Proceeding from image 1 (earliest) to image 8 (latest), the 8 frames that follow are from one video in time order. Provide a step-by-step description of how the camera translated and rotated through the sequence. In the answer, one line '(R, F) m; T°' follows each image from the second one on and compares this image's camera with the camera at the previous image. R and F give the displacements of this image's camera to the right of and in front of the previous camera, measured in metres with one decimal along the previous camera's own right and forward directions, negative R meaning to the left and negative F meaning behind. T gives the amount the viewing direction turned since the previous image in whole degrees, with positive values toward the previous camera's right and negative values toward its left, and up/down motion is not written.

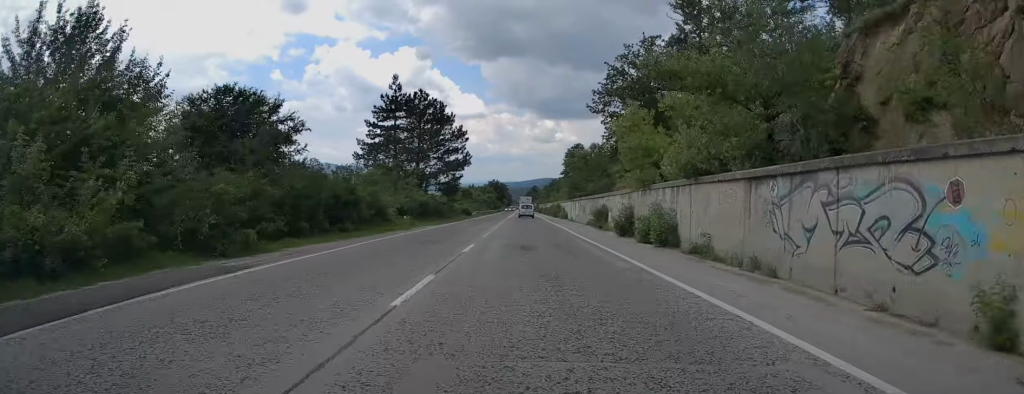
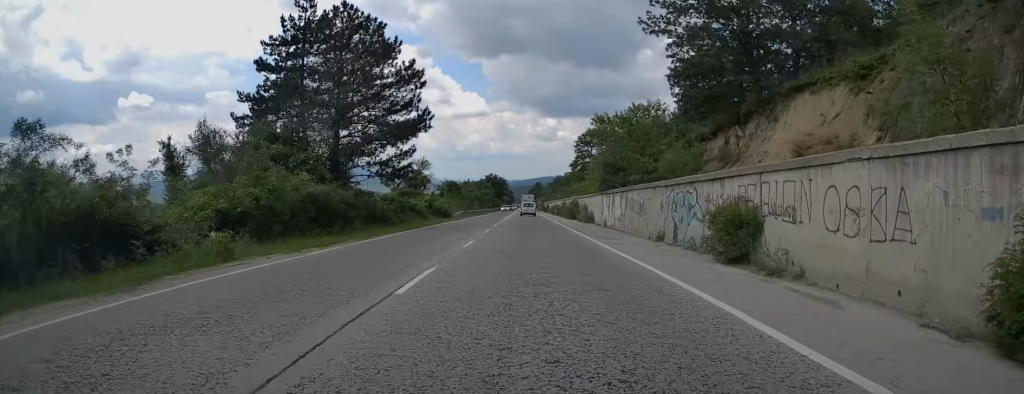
(0.0, +26.1) m; 0°
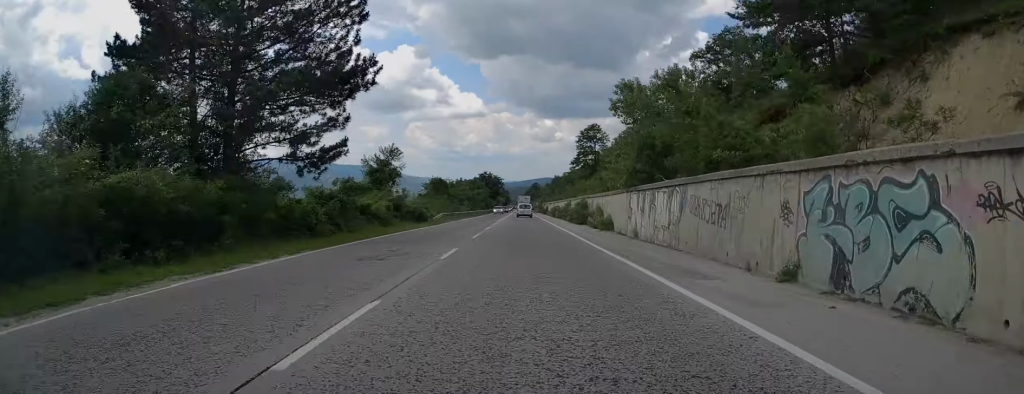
(0.0, +12.3) m; 0°
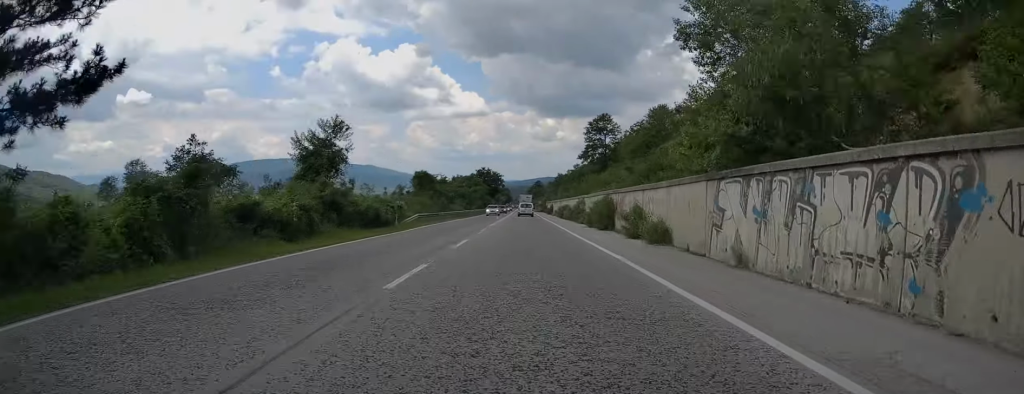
(0.0, +13.8) m; 0°
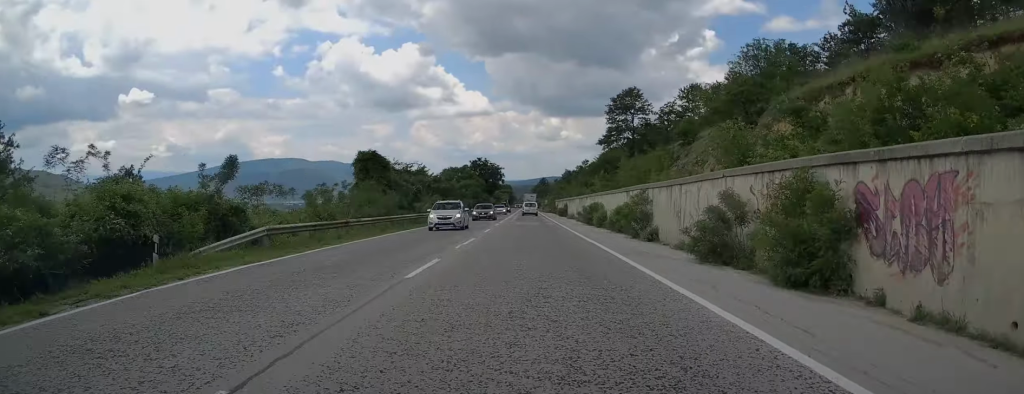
(+0.1, +26.2) m; 0°
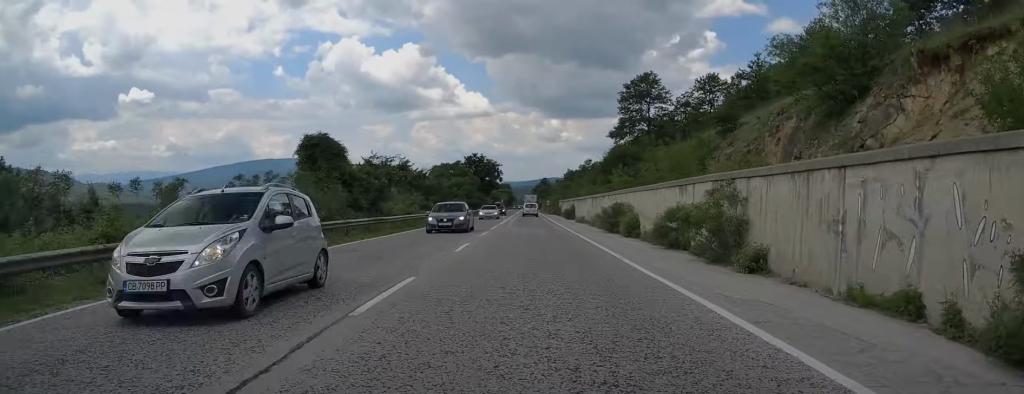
(0.0, +11.6) m; 0°
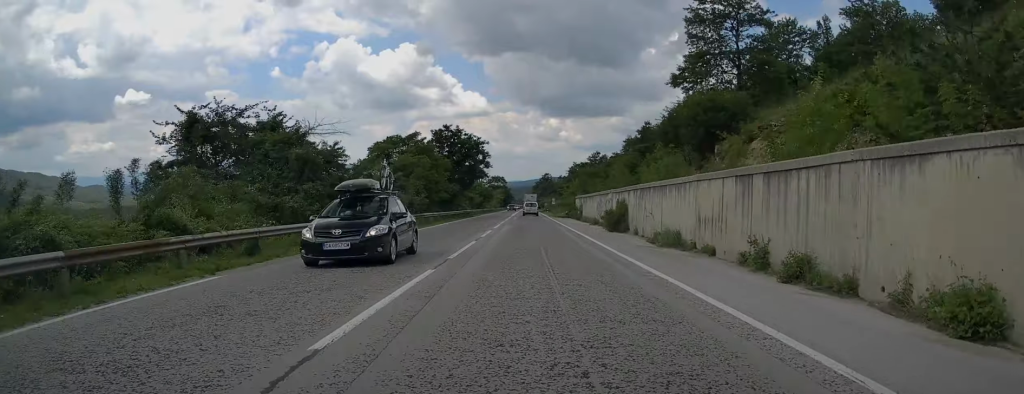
(0.0, +35.4) m; 0°
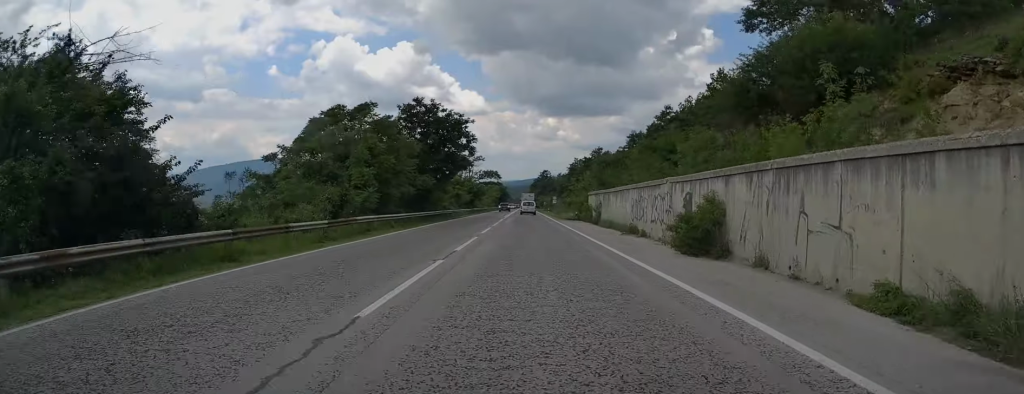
(0.0, +16.6) m; 0°
